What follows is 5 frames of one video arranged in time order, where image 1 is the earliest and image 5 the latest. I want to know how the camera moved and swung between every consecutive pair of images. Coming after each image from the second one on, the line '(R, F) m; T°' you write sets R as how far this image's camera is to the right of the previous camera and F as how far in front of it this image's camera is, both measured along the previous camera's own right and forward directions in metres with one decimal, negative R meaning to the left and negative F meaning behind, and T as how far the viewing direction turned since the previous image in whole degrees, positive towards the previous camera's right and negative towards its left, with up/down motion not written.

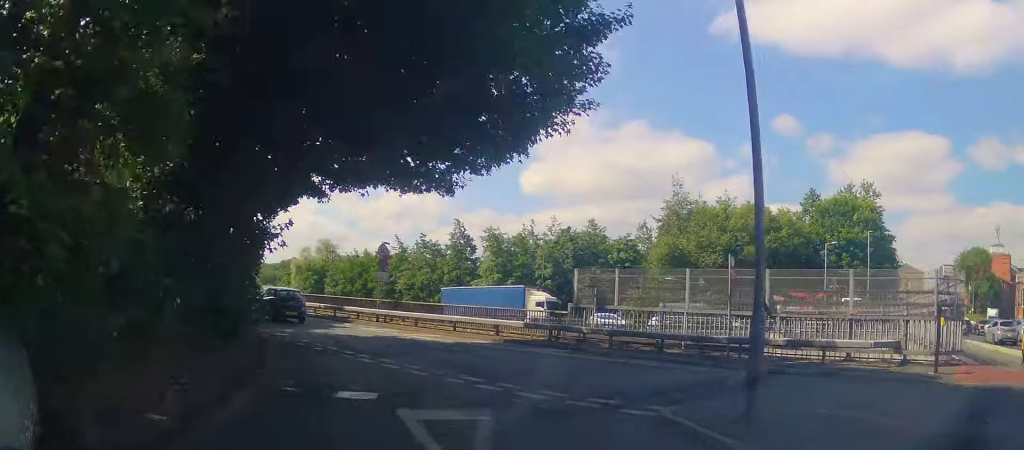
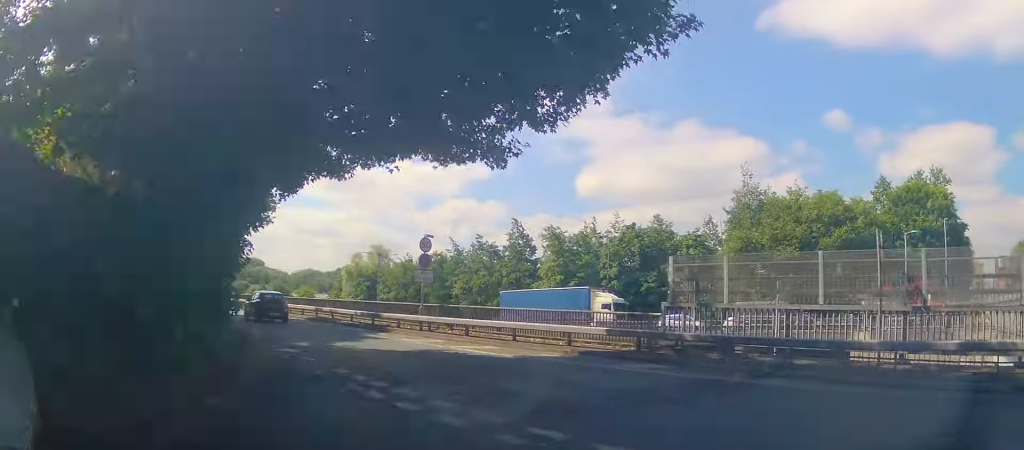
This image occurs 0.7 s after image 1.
(-0.1, +4.4) m; -8°
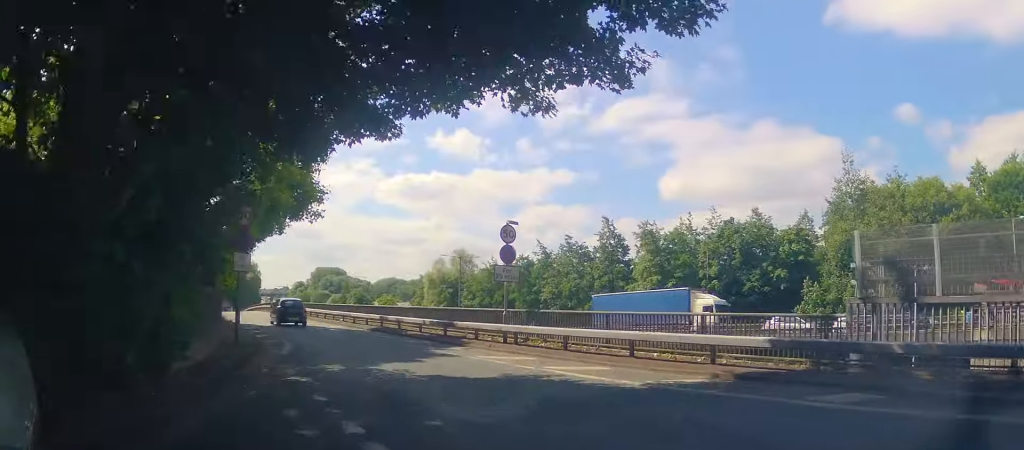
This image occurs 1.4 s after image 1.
(-0.5, +4.7) m; -5°
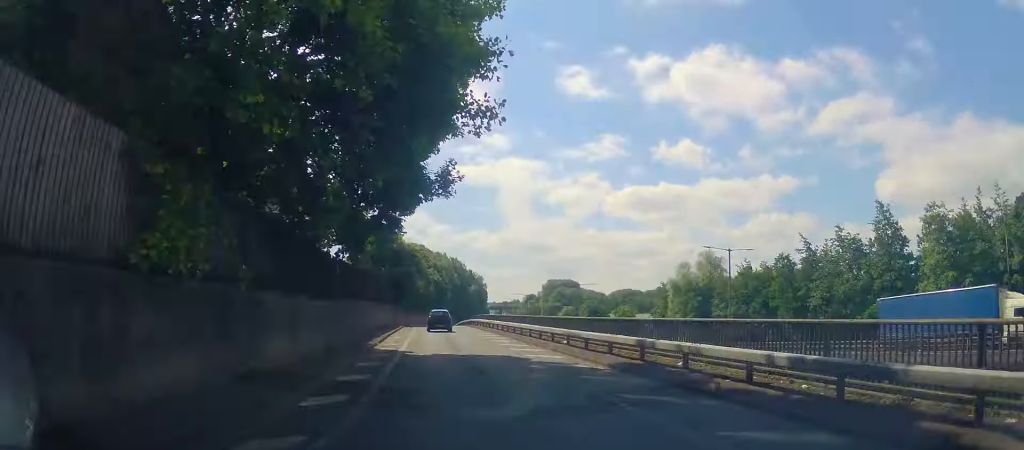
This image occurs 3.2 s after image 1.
(-1.7, +13.0) m; -17°
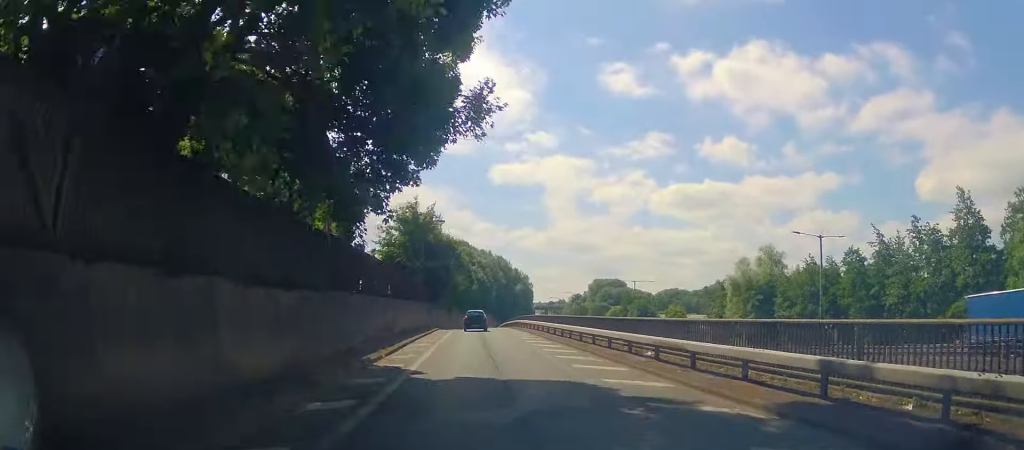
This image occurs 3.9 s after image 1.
(-0.4, +6.1) m; -6°
